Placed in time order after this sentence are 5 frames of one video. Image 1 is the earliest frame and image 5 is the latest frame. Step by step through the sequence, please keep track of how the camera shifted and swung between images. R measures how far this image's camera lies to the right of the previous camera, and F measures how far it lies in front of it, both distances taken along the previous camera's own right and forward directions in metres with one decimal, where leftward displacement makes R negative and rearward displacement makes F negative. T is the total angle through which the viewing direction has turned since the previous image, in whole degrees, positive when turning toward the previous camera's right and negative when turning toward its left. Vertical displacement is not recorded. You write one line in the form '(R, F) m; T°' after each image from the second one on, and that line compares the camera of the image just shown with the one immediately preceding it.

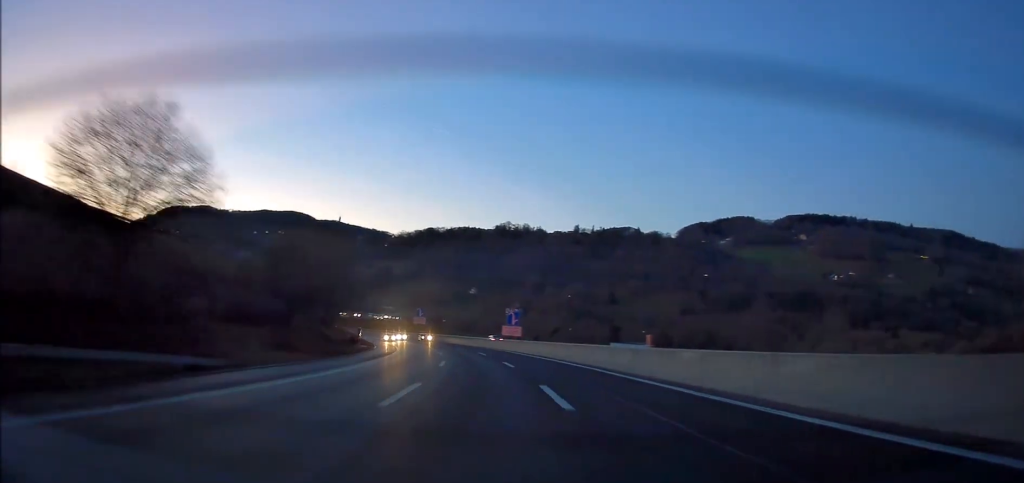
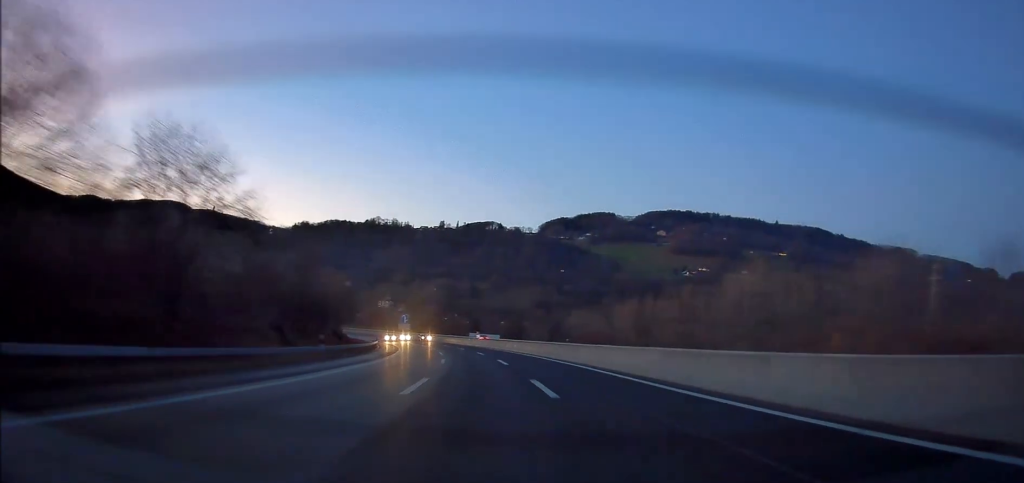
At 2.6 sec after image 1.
(+8.7, +75.3) m; +13°
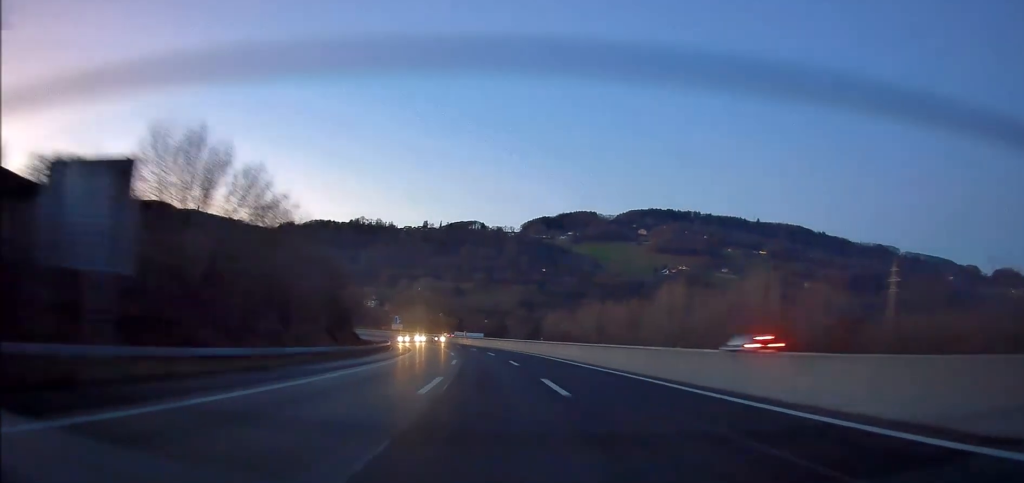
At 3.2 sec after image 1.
(+0.8, +18.5) m; +2°
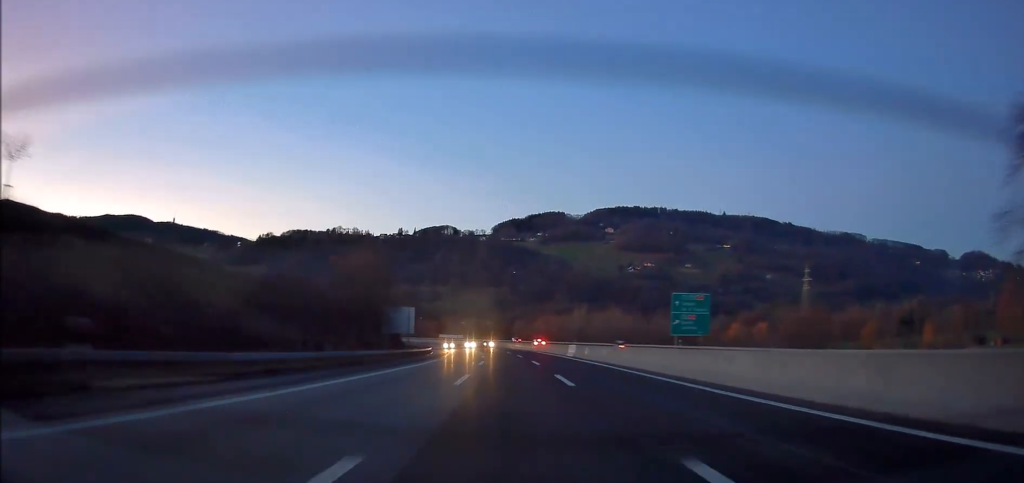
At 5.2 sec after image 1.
(+2.3, +57.4) m; +3°
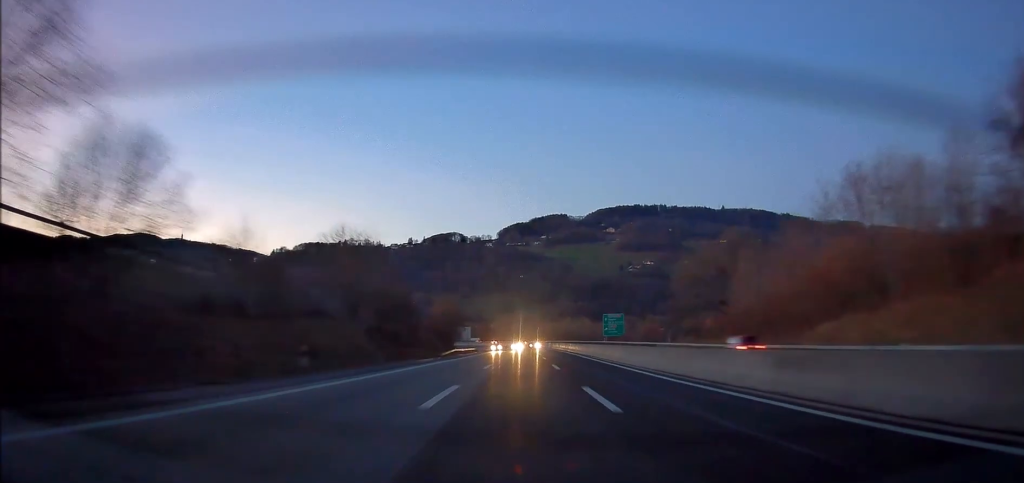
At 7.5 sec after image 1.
(+0.7, +65.4) m; +1°
